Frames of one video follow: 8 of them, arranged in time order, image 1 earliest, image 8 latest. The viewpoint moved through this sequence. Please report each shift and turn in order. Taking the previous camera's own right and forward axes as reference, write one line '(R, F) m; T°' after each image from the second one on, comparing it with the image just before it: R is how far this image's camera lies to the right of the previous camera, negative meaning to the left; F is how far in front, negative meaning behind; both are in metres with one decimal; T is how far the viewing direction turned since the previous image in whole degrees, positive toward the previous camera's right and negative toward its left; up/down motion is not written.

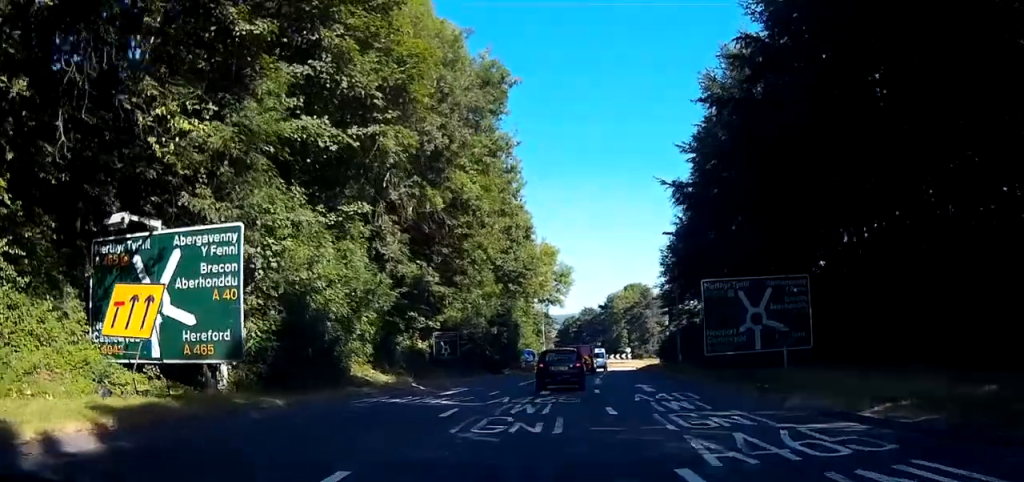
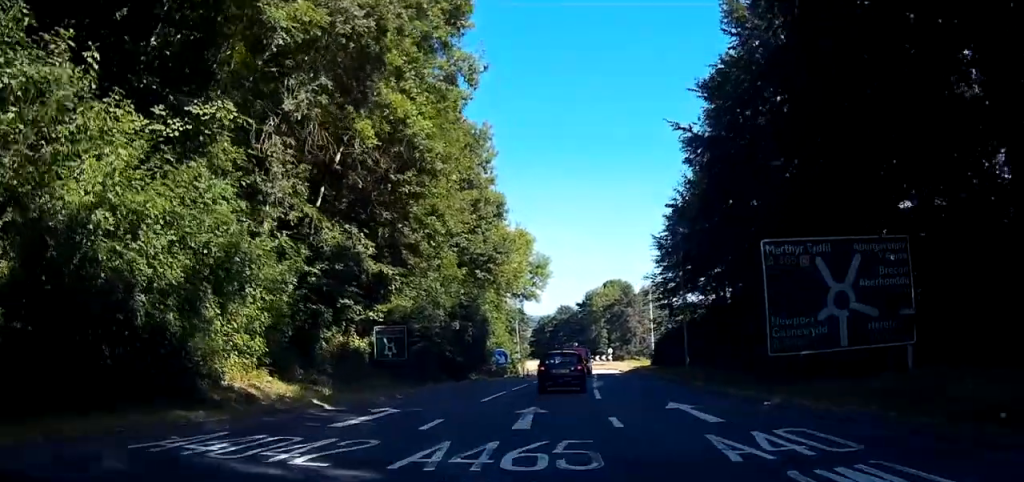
(+0.6, +11.1) m; +5°
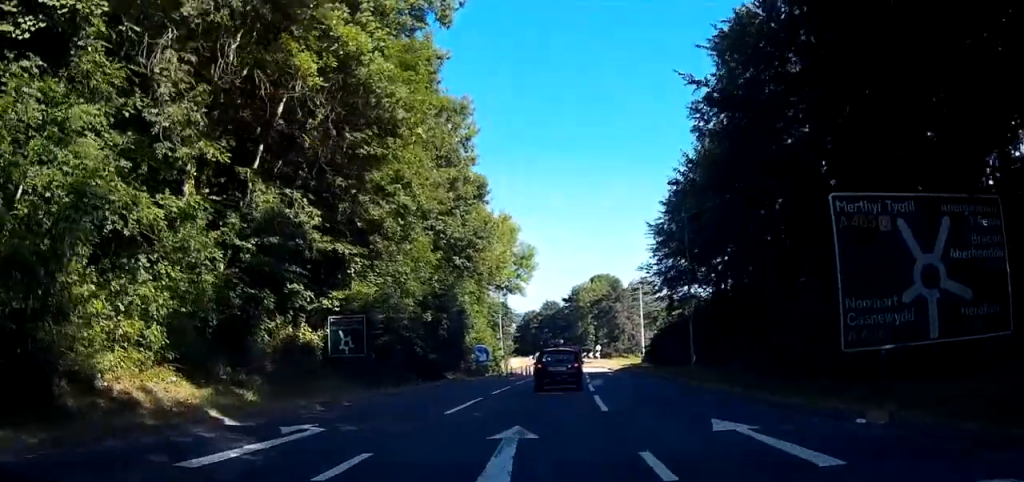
(+0.1, +5.7) m; +2°
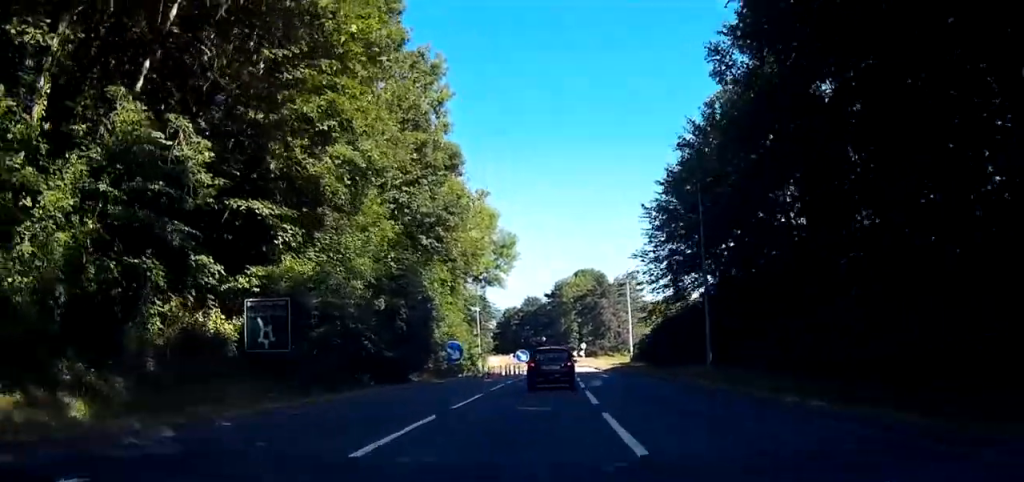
(+0.2, +7.2) m; +3°
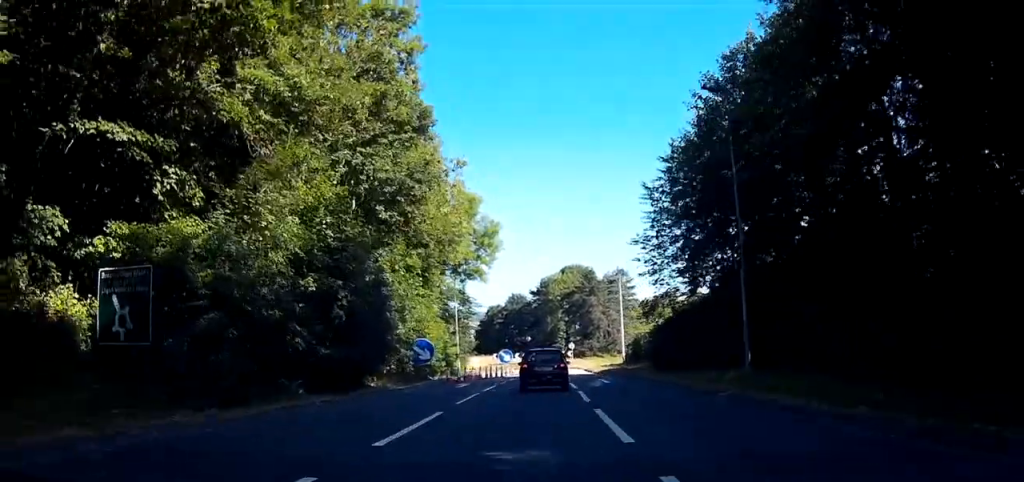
(+0.2, +7.5) m; +3°
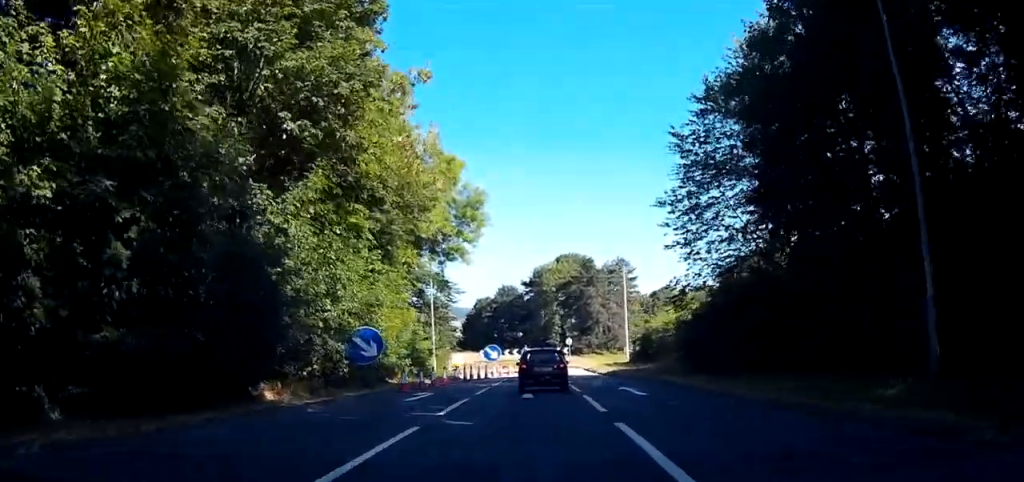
(+0.5, +11.7) m; +4°
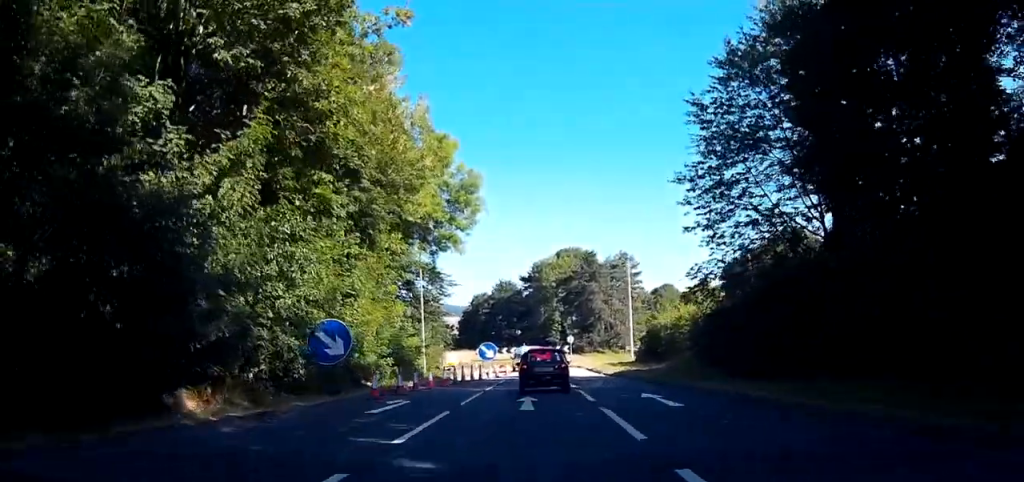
(+0.1, +4.7) m; +1°
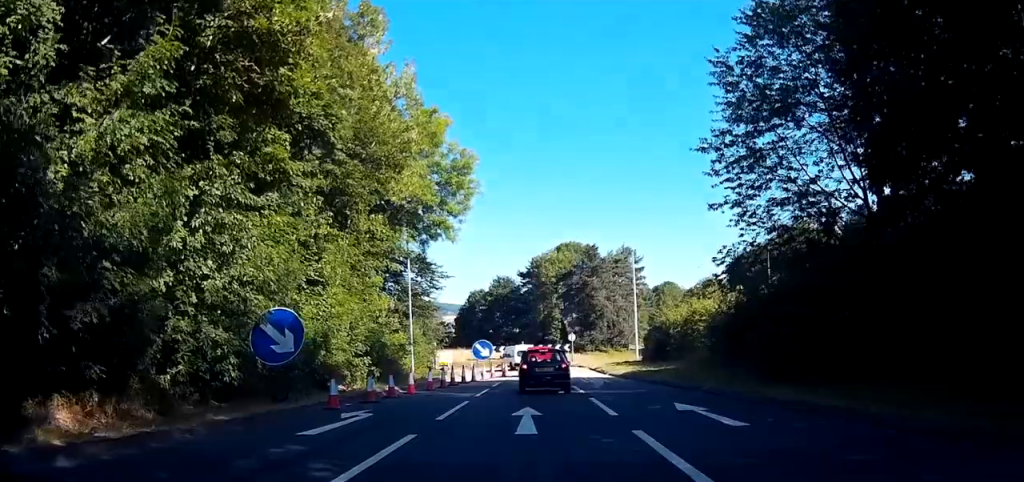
(0.0, +4.7) m; 0°
